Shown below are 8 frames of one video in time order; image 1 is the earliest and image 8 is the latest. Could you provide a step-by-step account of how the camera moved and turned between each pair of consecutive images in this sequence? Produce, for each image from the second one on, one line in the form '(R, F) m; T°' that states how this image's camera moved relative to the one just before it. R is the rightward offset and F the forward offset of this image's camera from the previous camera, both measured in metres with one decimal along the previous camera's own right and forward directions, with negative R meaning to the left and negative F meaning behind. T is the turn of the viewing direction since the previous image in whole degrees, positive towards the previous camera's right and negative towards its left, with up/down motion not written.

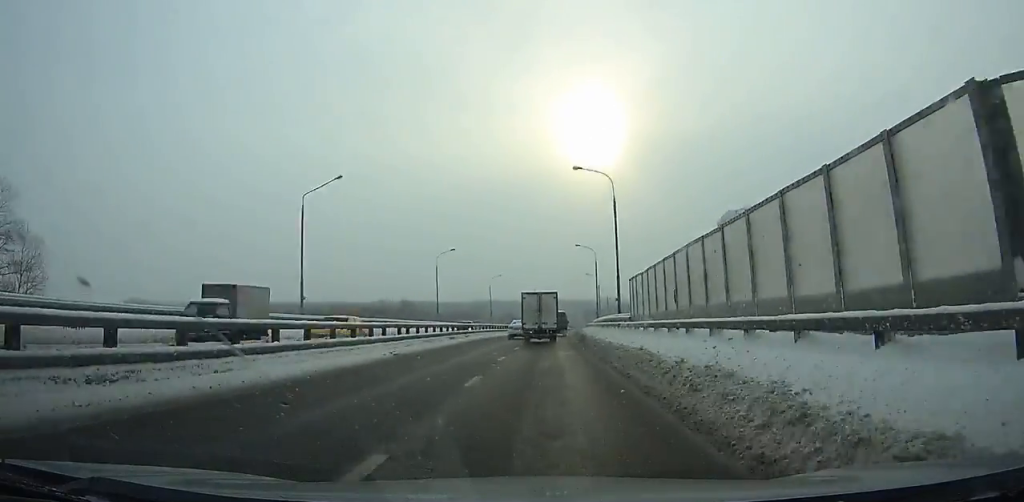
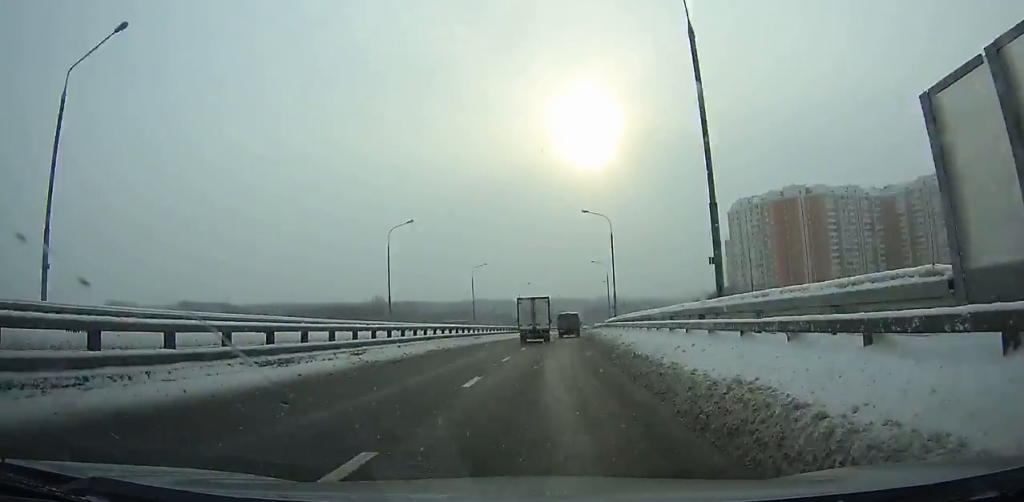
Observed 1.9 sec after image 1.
(+0.1, +24.5) m; +1°
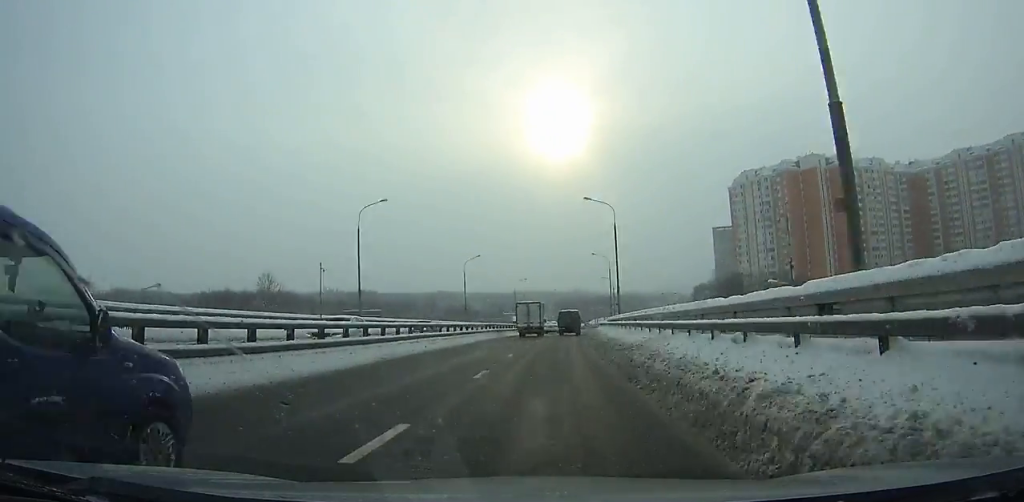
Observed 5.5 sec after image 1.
(+0.7, +47.6) m; +2°
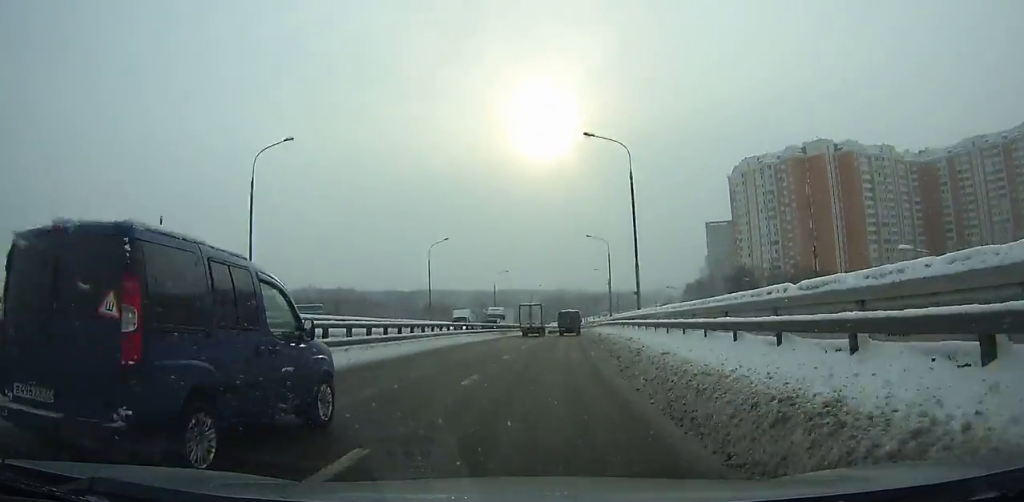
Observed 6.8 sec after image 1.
(+0.3, +17.7) m; +1°
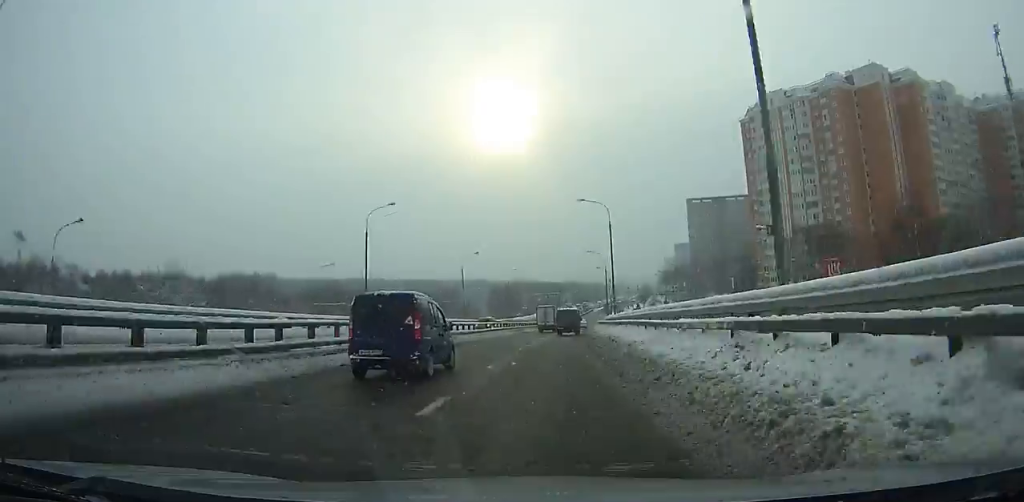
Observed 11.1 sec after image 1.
(+2.1, +59.3) m; +4°
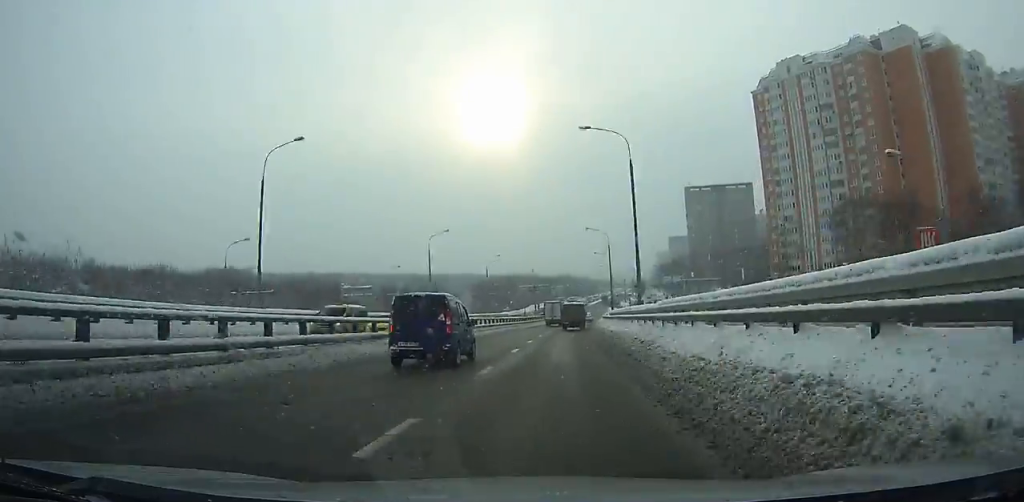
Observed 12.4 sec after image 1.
(+0.4, +18.2) m; +1°
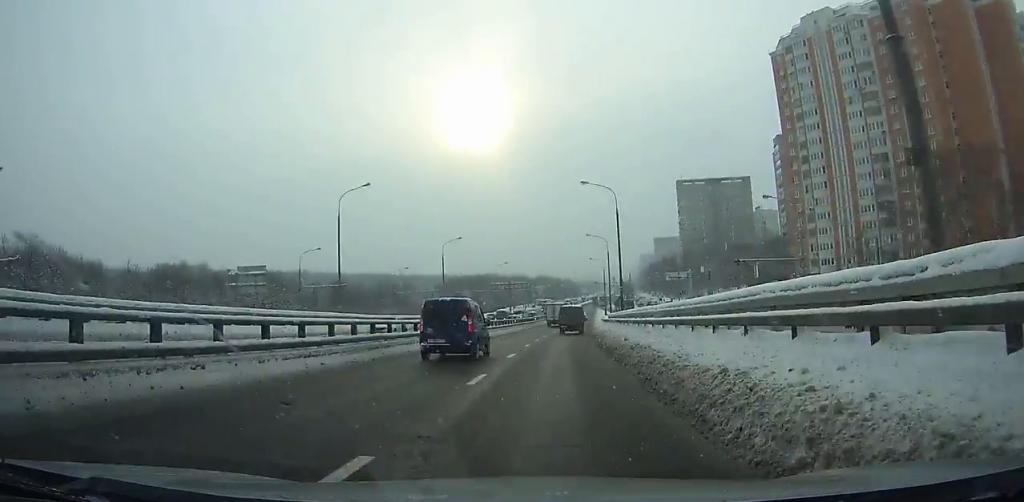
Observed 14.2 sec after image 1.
(+0.1, +25.3) m; +2°
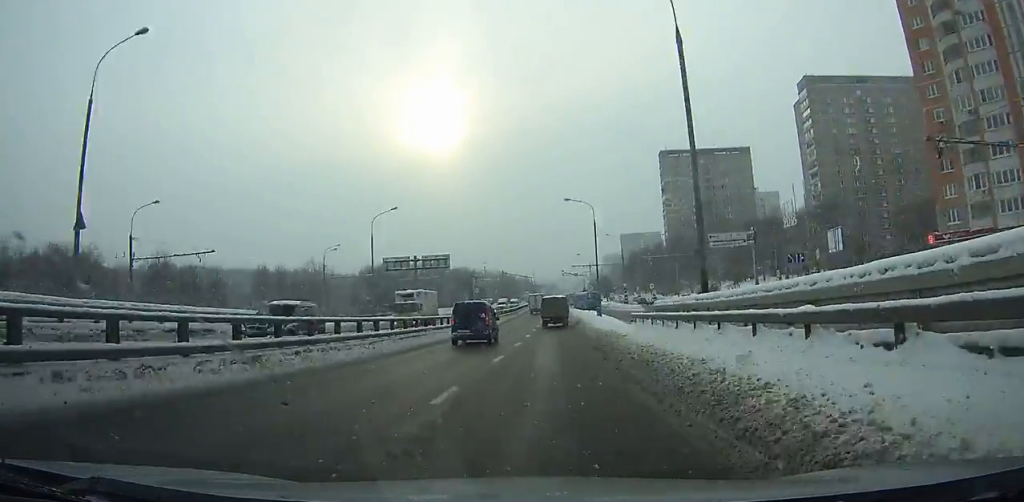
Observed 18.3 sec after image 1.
(+2.5, +56.8) m; +3°
